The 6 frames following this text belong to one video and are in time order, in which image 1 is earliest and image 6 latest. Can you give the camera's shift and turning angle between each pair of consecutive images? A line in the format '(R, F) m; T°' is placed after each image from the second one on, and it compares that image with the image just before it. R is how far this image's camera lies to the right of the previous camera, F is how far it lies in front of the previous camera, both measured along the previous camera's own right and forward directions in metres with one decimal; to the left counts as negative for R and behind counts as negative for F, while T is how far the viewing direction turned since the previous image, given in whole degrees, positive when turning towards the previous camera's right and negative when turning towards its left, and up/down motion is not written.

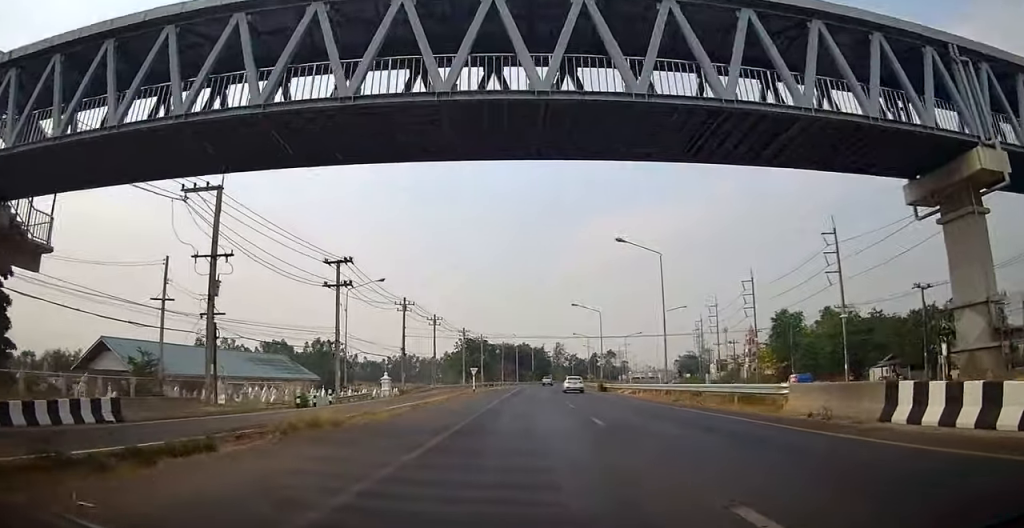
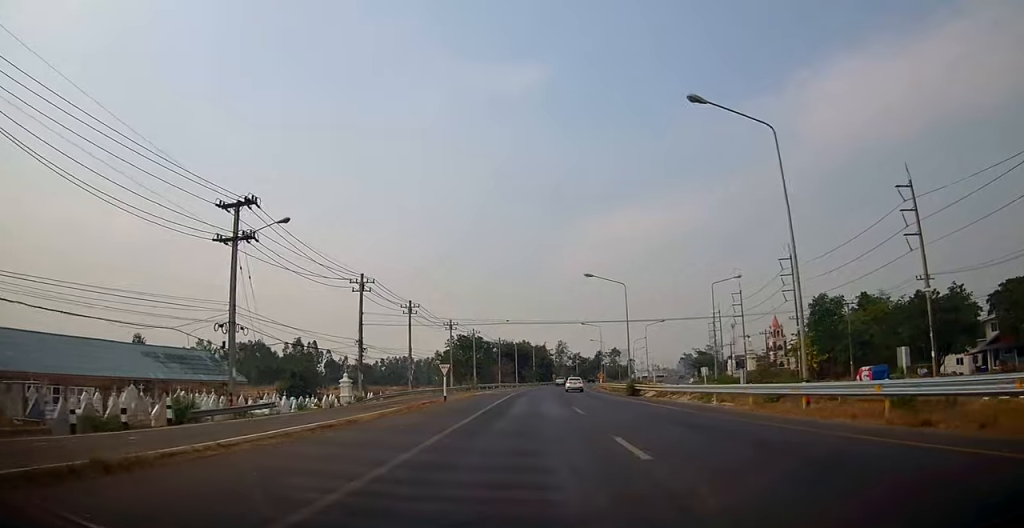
(+1.1, +19.1) m; +1°
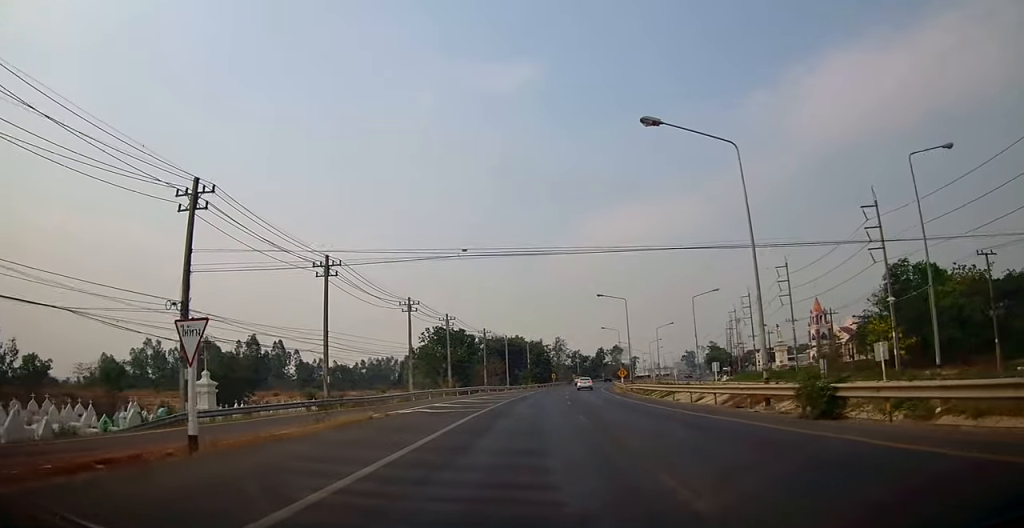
(-1.8, +30.2) m; -5°
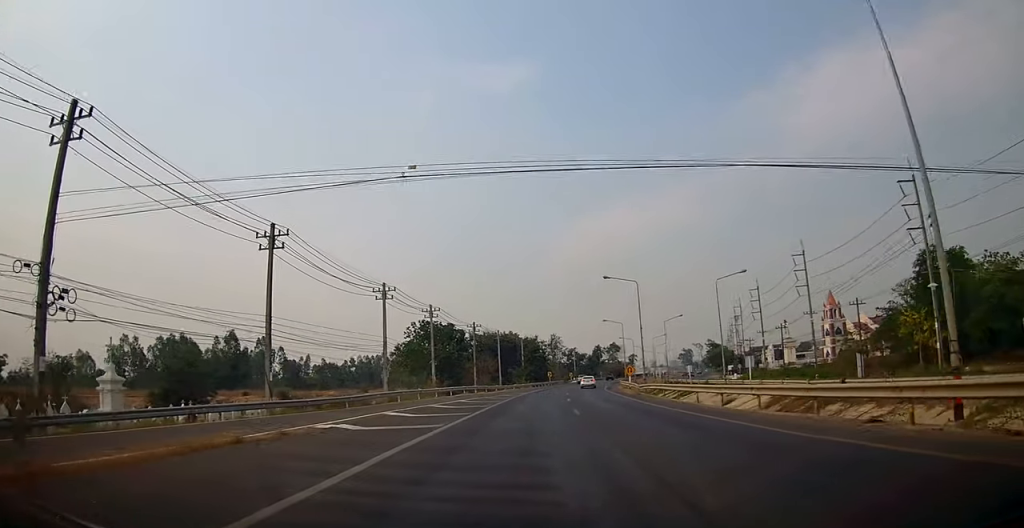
(-0.1, +9.6) m; -1°
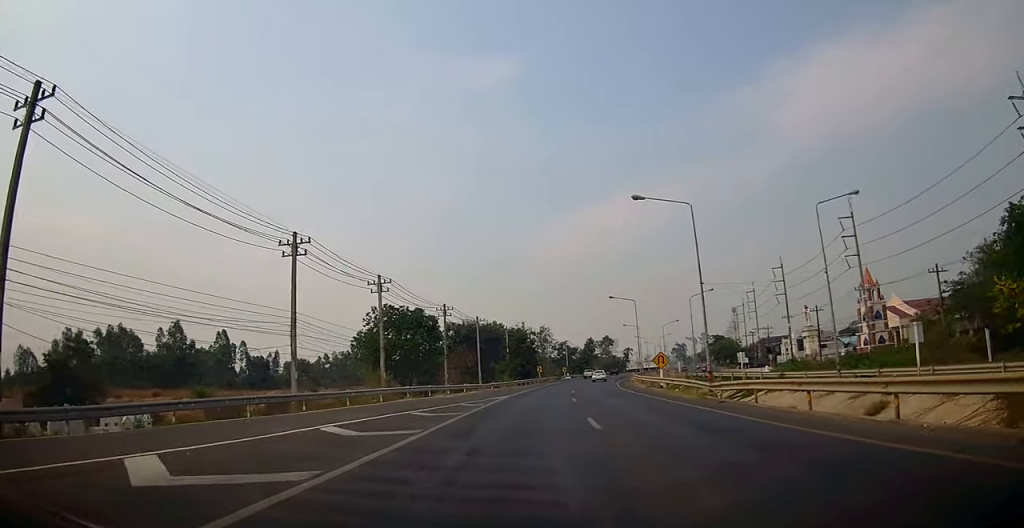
(-0.5, +20.6) m; -1°
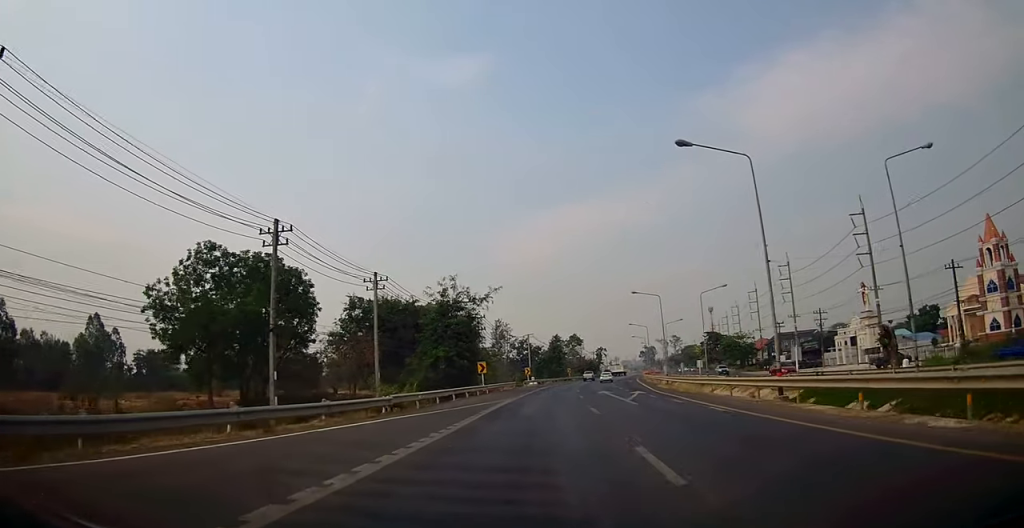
(+3.2, +43.7) m; +9°
